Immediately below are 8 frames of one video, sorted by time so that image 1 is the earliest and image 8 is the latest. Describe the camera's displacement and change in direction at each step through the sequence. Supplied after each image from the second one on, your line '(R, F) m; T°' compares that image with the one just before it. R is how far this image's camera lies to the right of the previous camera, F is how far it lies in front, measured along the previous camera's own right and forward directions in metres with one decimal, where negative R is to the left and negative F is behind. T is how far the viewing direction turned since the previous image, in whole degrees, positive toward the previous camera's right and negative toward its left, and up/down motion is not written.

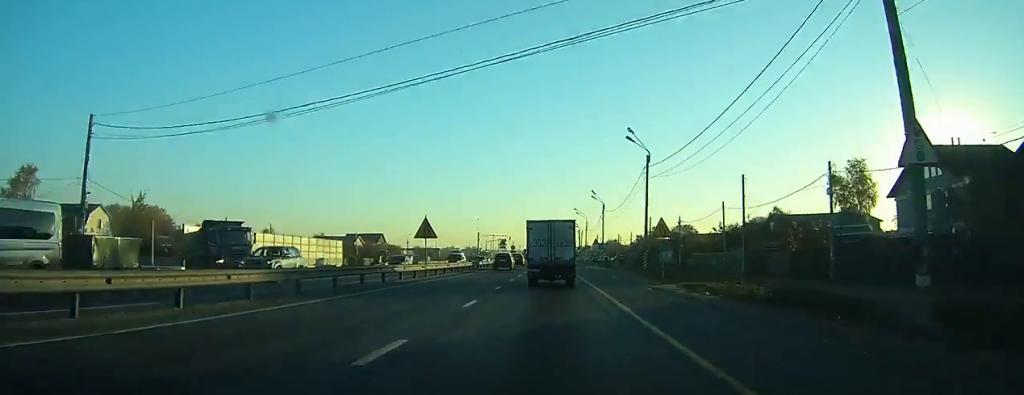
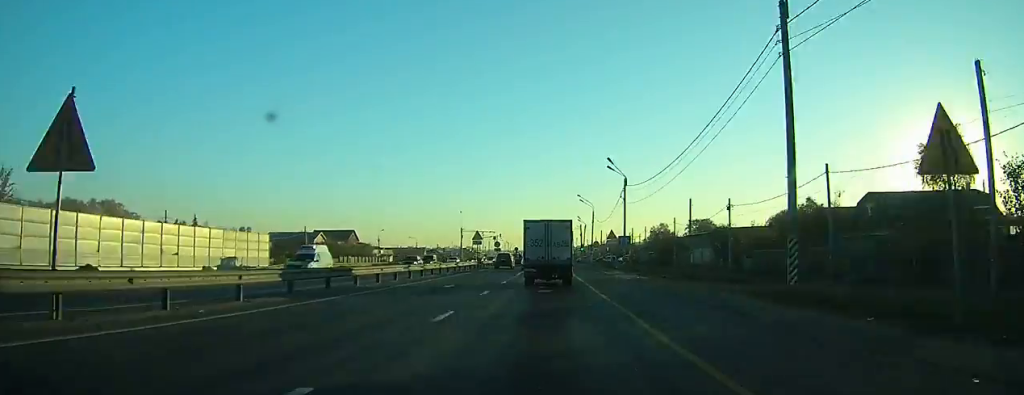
(0.0, +27.9) m; 0°
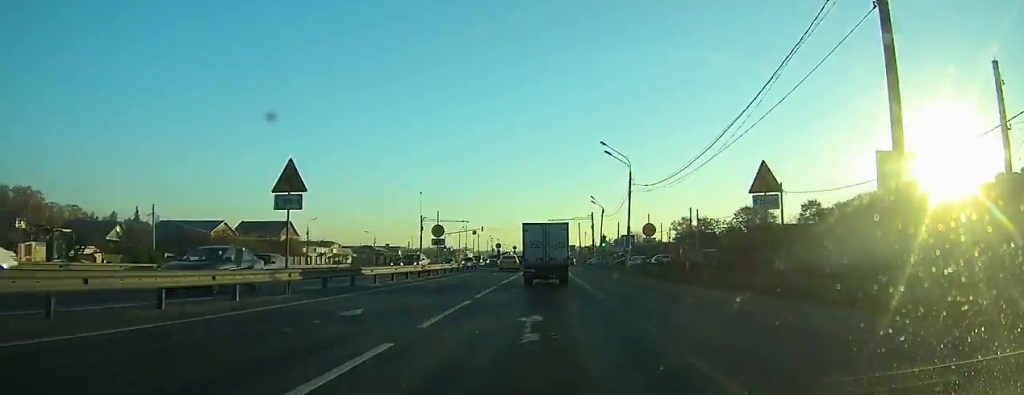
(0.0, +47.1) m; 0°
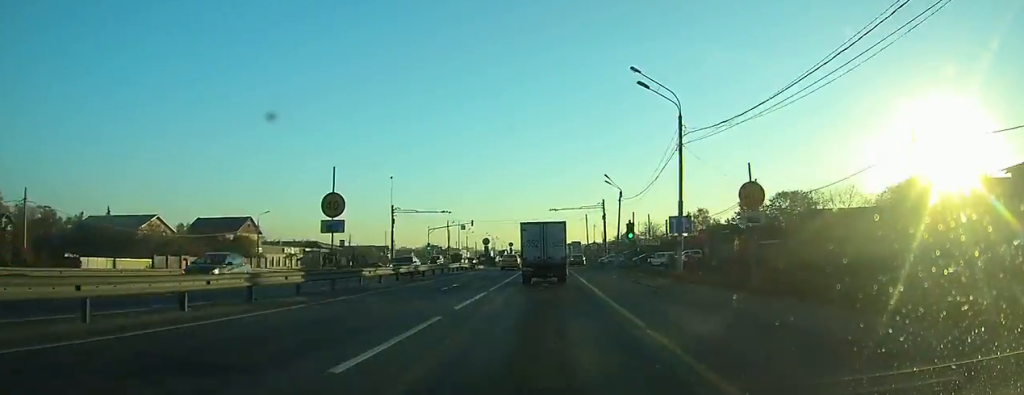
(0.0, +21.0) m; 0°
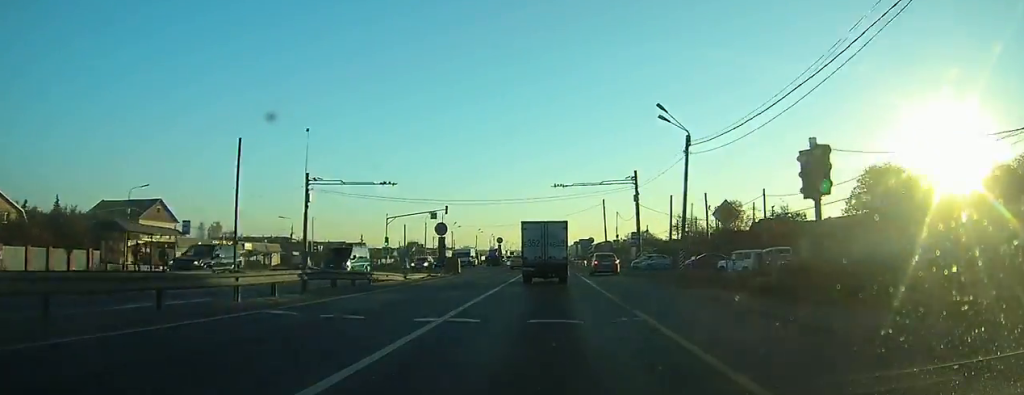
(-0.1, +31.5) m; -1°
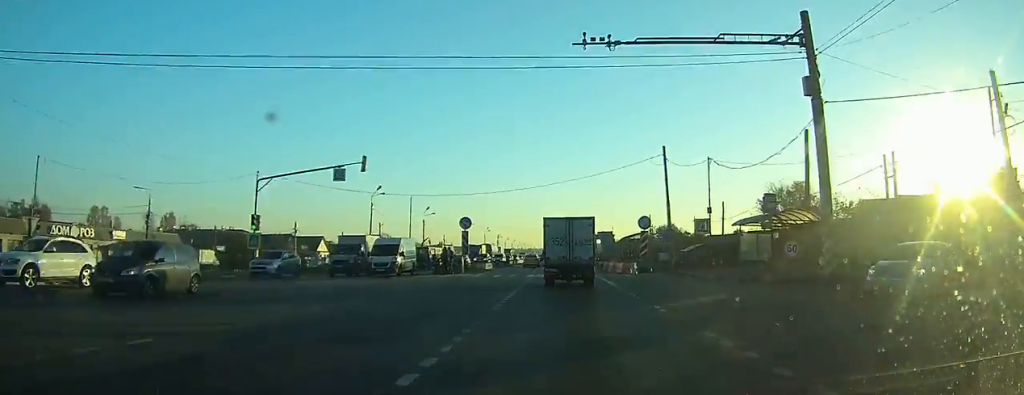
(-0.3, +37.6) m; 0°
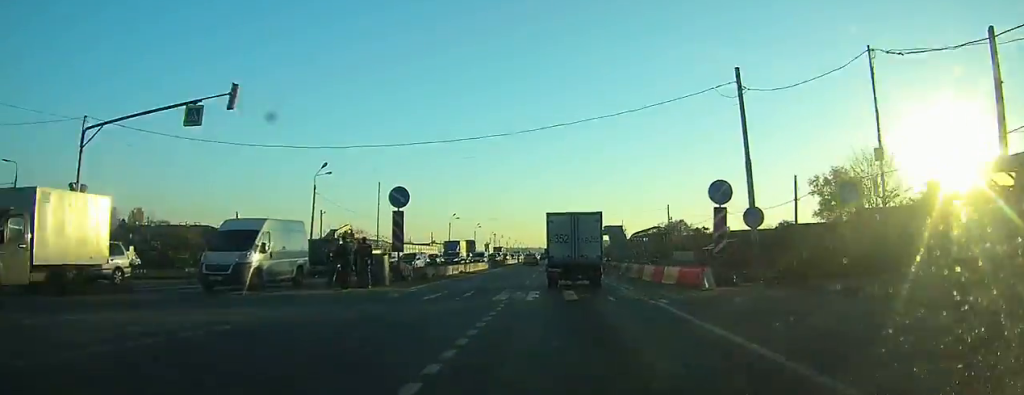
(0.0, +17.0) m; 0°
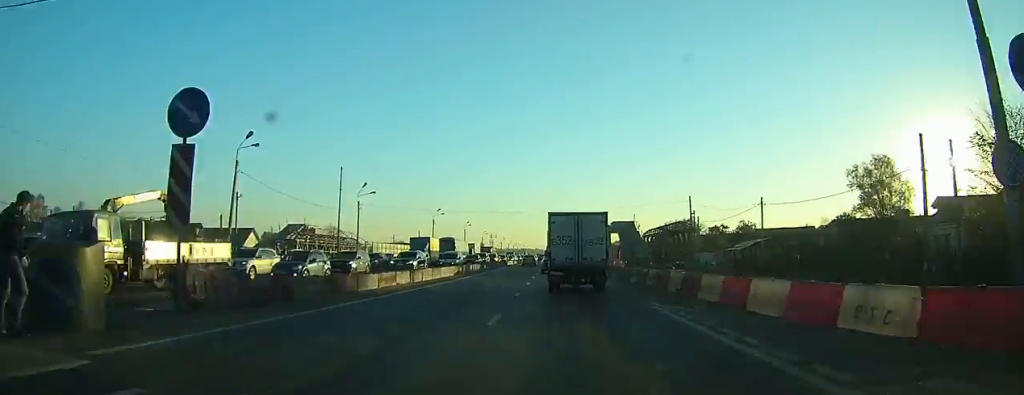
(0.0, +15.2) m; 0°
